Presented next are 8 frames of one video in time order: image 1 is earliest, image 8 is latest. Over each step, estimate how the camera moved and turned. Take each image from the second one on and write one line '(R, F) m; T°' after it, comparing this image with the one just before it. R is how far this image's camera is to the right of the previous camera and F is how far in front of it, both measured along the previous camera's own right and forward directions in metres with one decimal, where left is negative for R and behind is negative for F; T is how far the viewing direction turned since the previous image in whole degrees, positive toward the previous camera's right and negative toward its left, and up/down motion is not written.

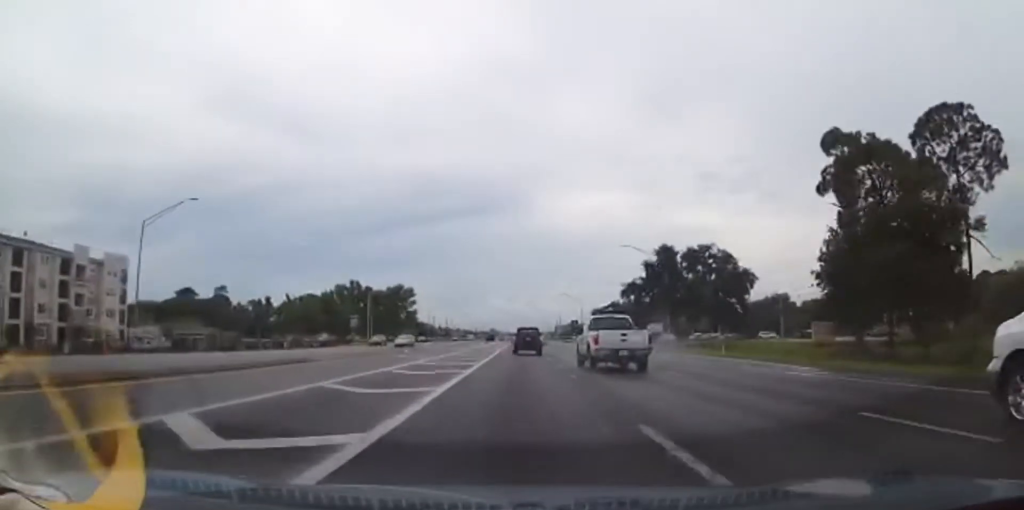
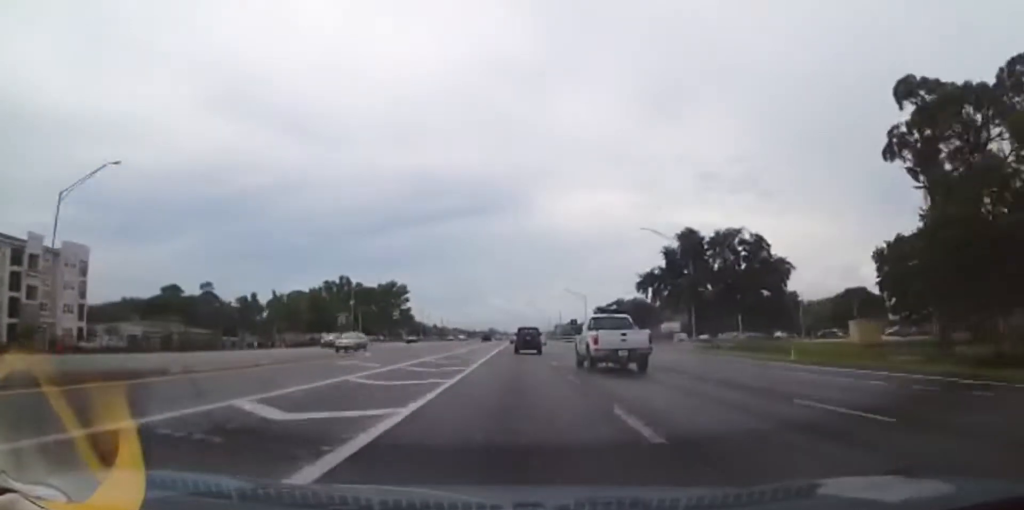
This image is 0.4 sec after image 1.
(0.0, +10.6) m; 0°
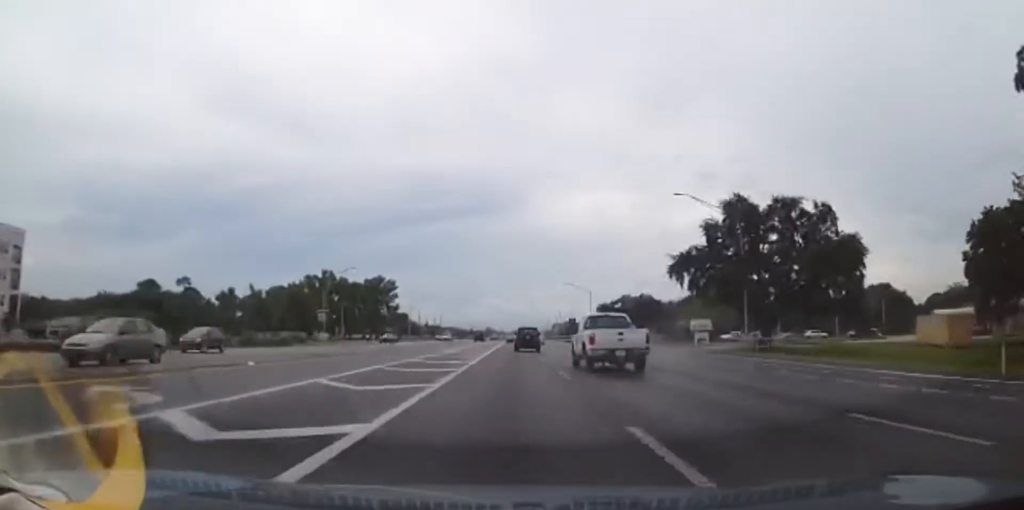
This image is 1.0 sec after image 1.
(0.0, +14.6) m; 0°
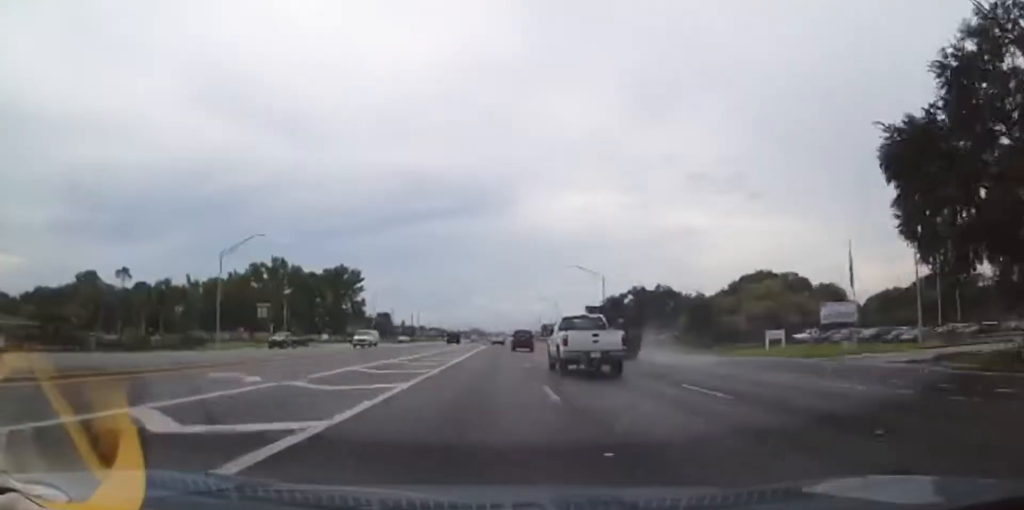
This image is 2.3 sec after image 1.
(+0.2, +31.0) m; +1°
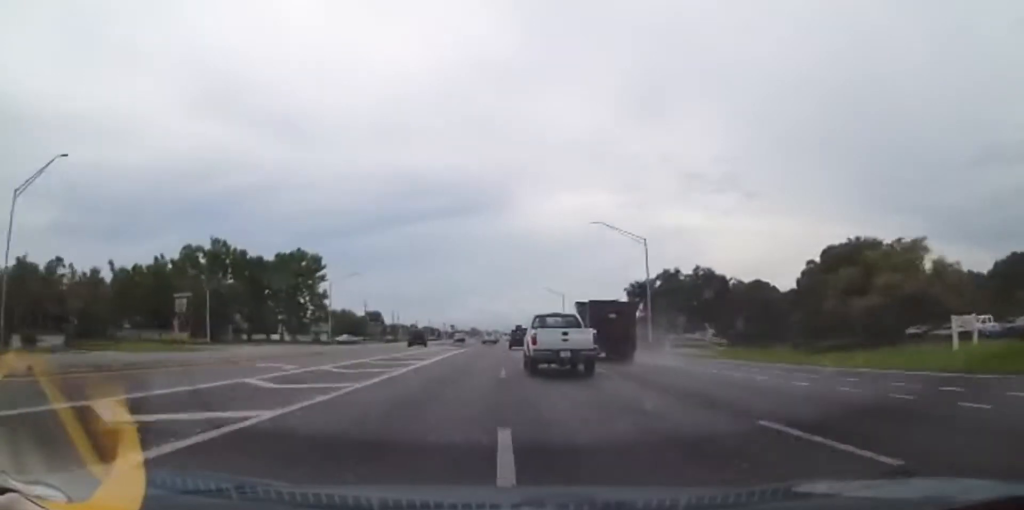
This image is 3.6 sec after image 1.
(+0.3, +30.7) m; +1°
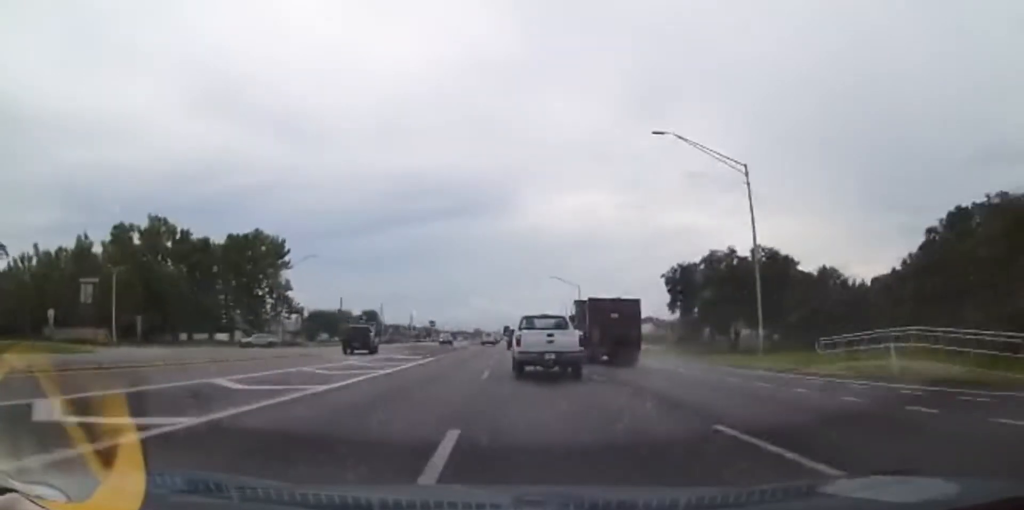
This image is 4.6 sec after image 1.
(0.0, +23.7) m; 0°
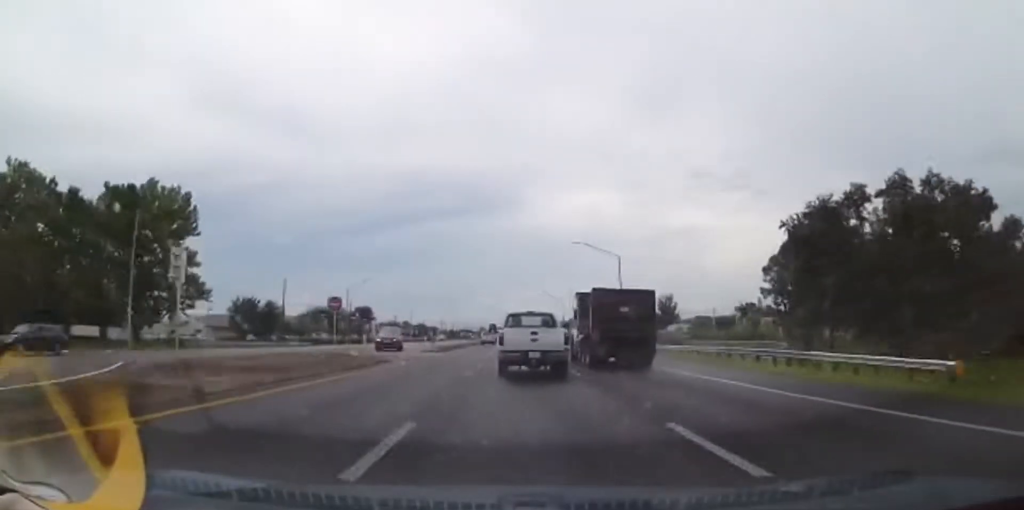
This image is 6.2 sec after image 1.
(0.0, +36.4) m; -1°
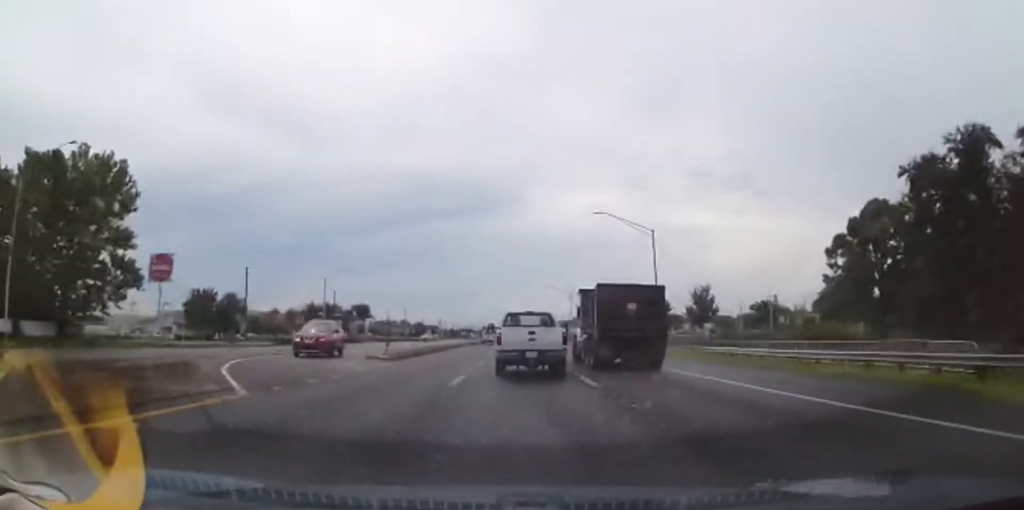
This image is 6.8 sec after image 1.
(+0.1, +15.8) m; -1°
